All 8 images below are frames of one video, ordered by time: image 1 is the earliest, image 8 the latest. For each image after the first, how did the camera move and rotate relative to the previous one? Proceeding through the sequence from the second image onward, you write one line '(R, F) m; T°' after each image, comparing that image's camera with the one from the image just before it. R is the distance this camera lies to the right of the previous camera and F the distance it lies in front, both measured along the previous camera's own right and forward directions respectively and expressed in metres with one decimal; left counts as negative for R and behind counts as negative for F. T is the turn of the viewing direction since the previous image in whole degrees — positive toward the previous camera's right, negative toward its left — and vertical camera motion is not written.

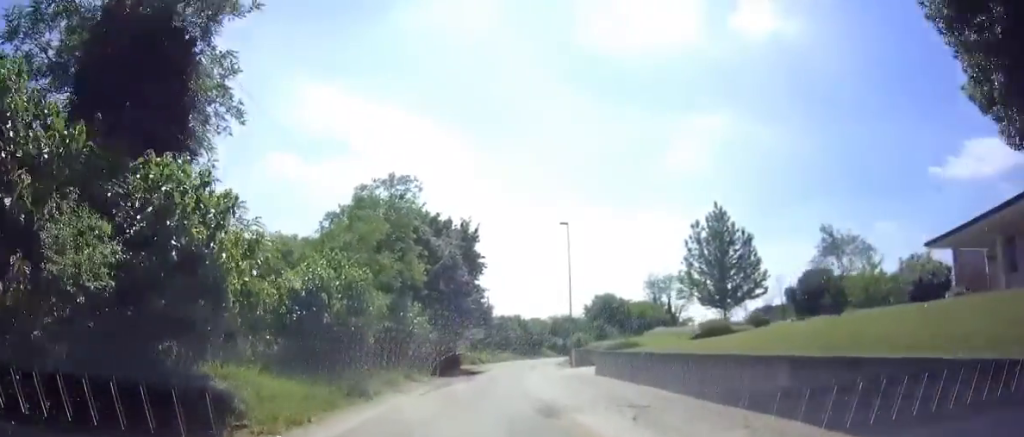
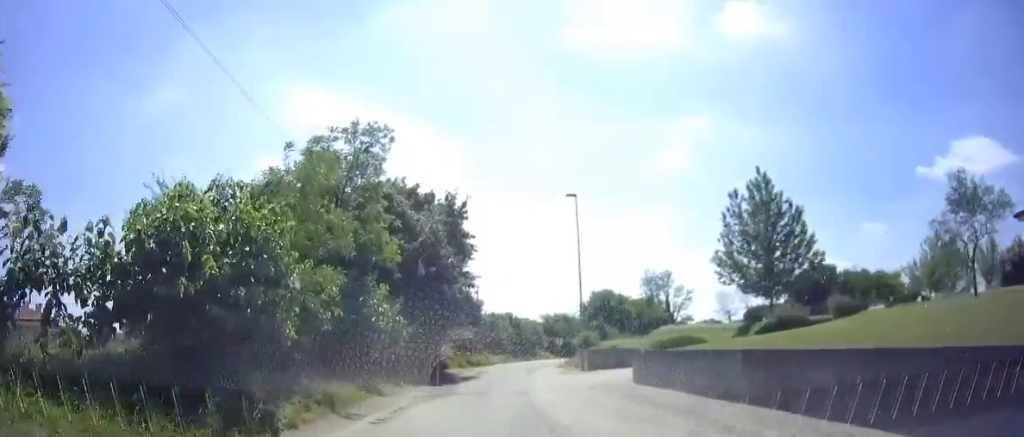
(+0.3, +7.0) m; +3°
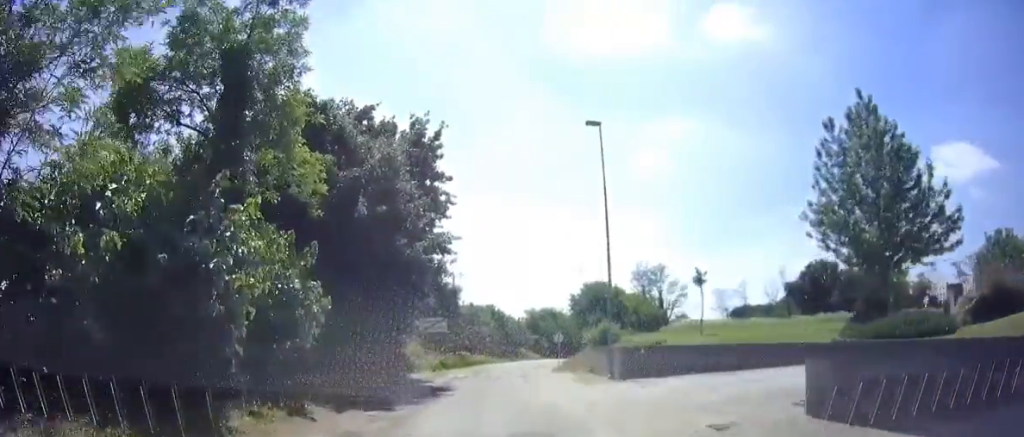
(+0.1, +10.0) m; +2°
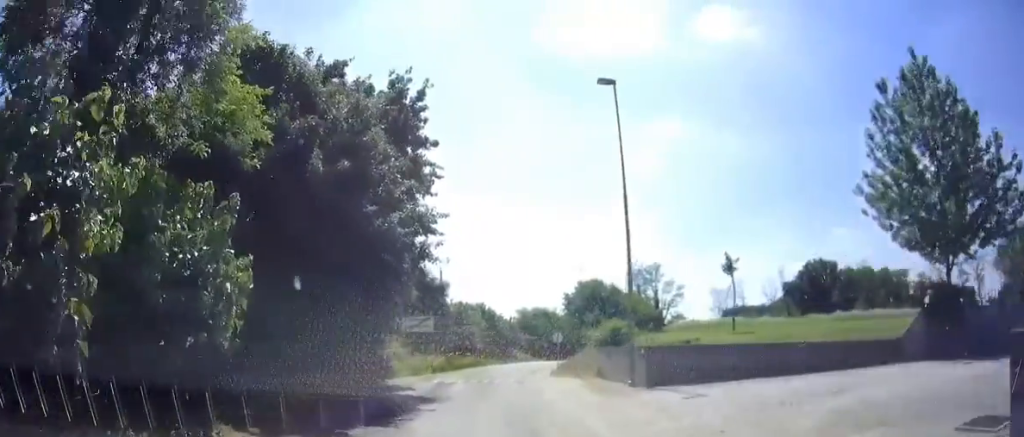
(-0.1, +3.4) m; +1°
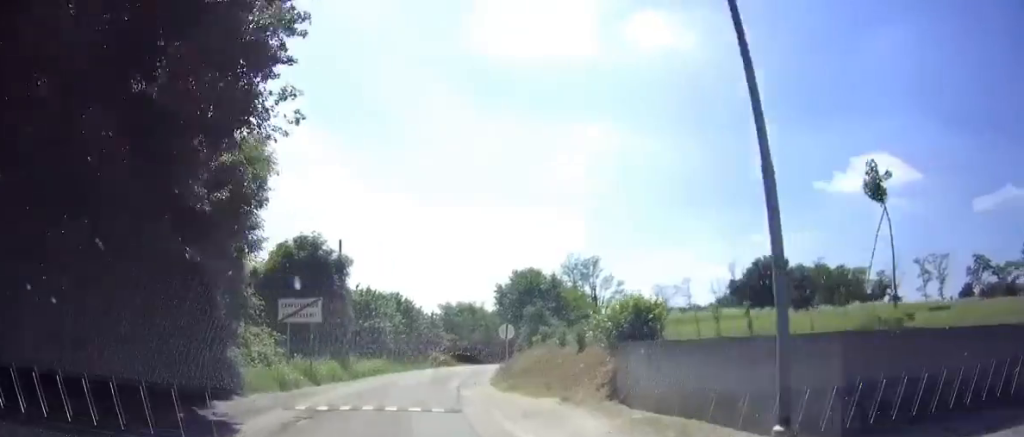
(+1.0, +11.1) m; +8°
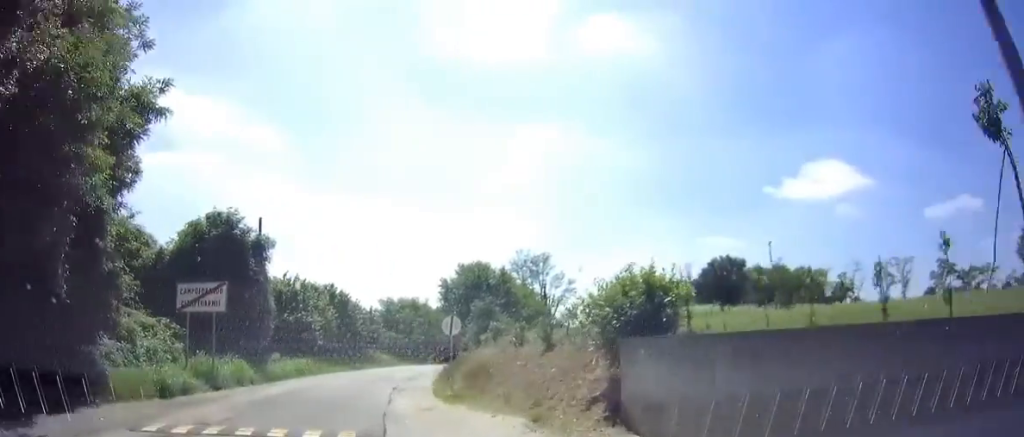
(+0.2, +4.3) m; +2°
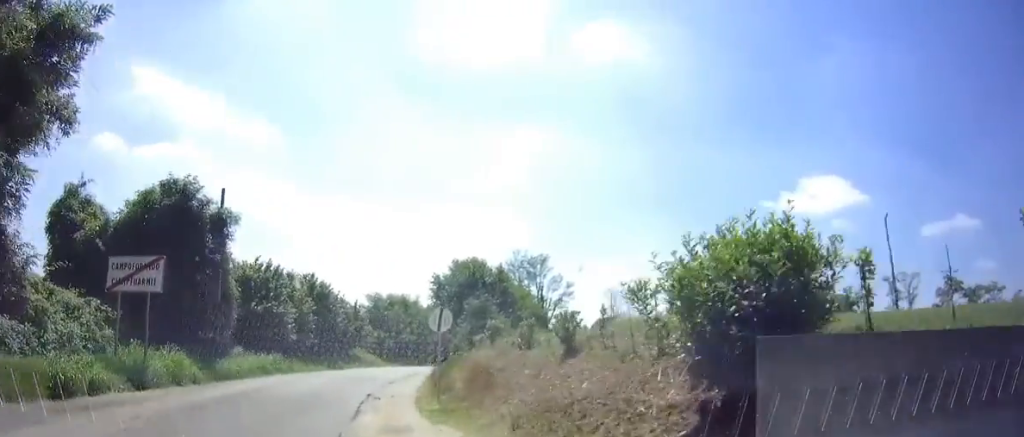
(0.0, +4.1) m; -2°
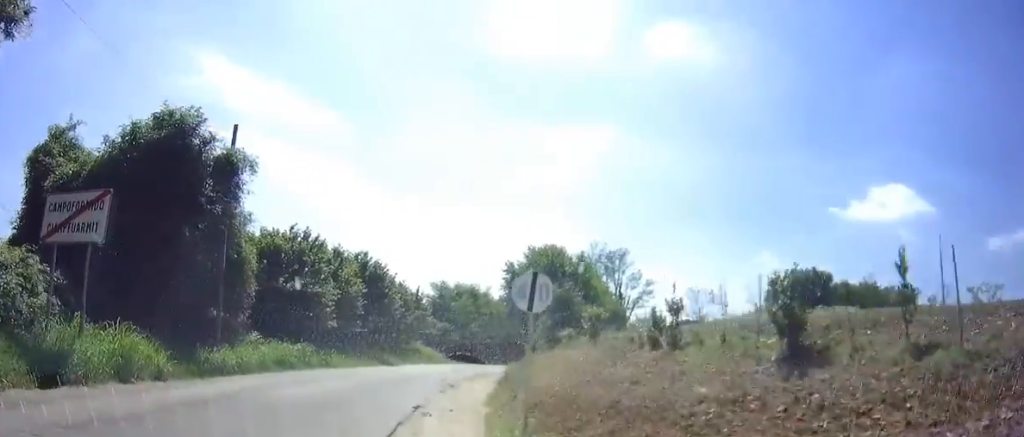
(-0.1, +5.4) m; -4°
